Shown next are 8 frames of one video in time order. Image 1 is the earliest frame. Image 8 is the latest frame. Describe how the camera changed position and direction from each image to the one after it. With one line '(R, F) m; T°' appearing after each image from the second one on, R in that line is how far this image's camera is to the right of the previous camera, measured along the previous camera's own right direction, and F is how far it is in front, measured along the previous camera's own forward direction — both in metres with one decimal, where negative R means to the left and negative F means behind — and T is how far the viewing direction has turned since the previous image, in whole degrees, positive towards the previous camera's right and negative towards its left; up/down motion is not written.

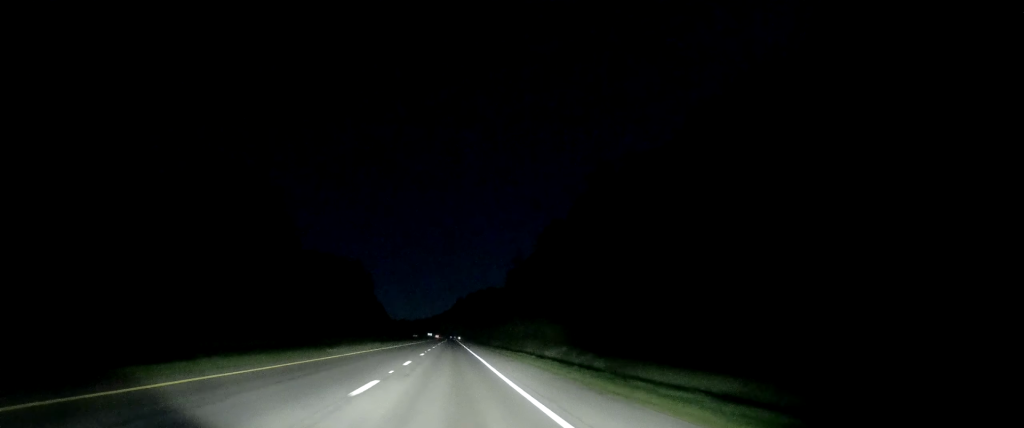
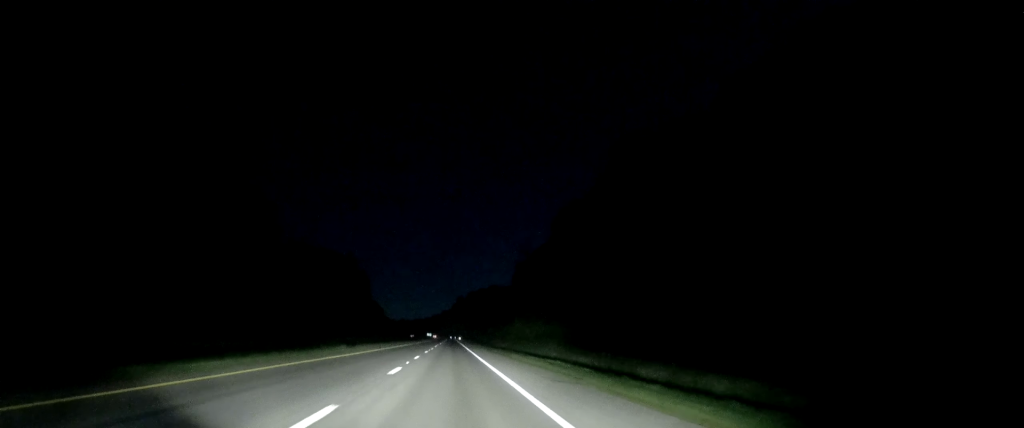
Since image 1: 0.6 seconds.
(0.0, +17.7) m; +1°
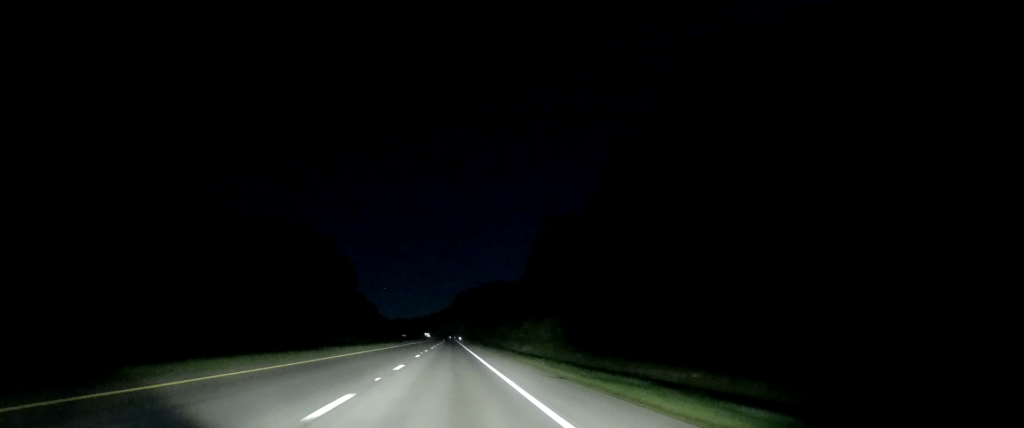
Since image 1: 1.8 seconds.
(+0.3, +35.6) m; -1°
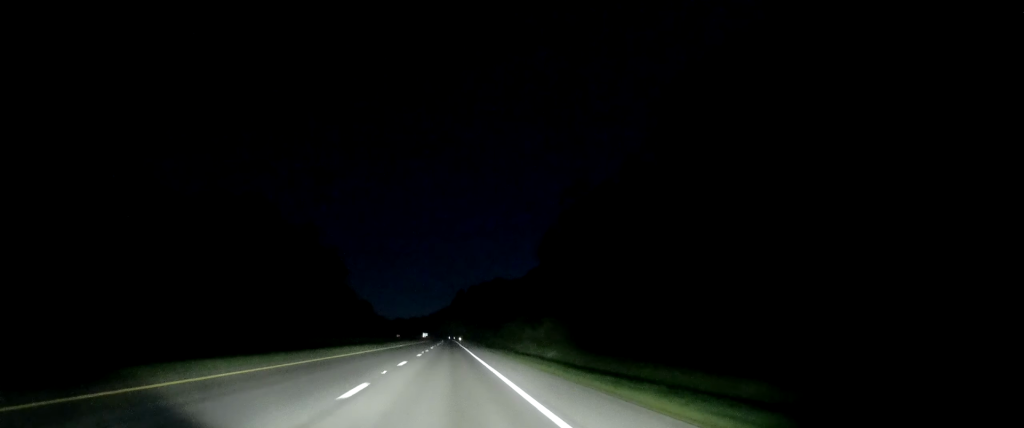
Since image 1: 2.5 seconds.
(-0.3, +21.9) m; -1°
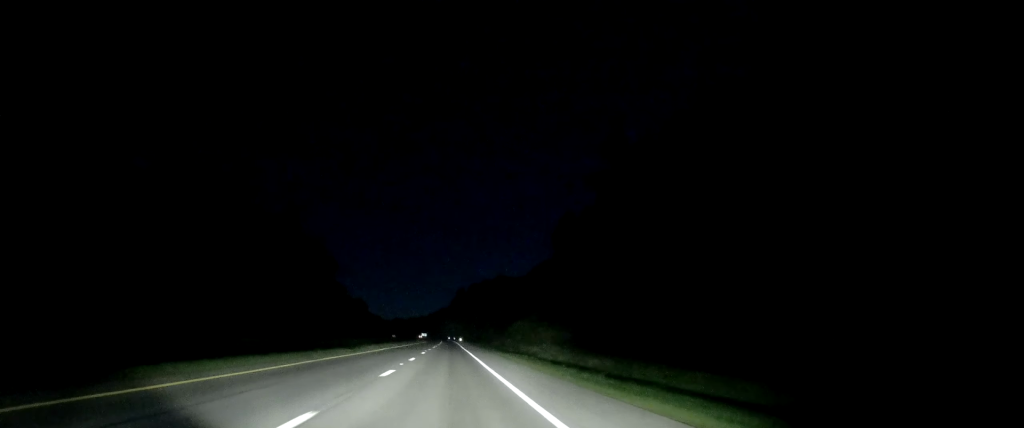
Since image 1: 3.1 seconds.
(0.0, +17.8) m; 0°
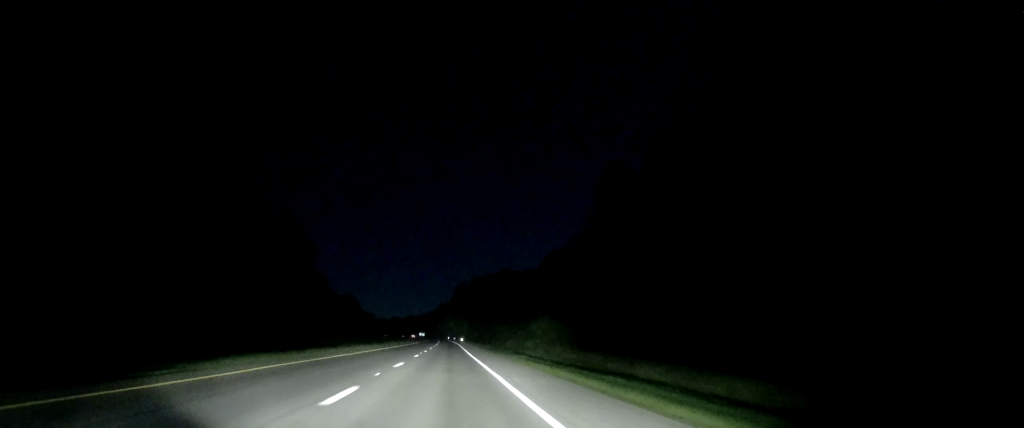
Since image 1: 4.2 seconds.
(0.0, +31.7) m; +1°
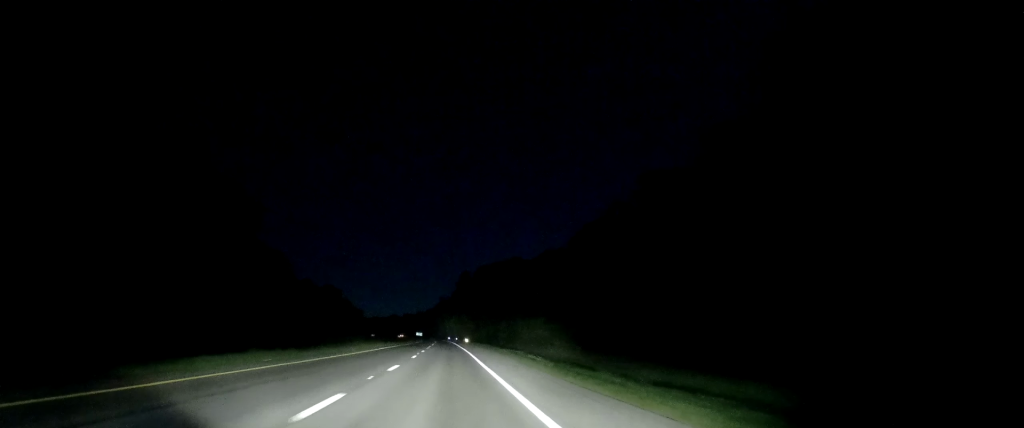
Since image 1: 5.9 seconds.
(+0.8, +50.9) m; 0°
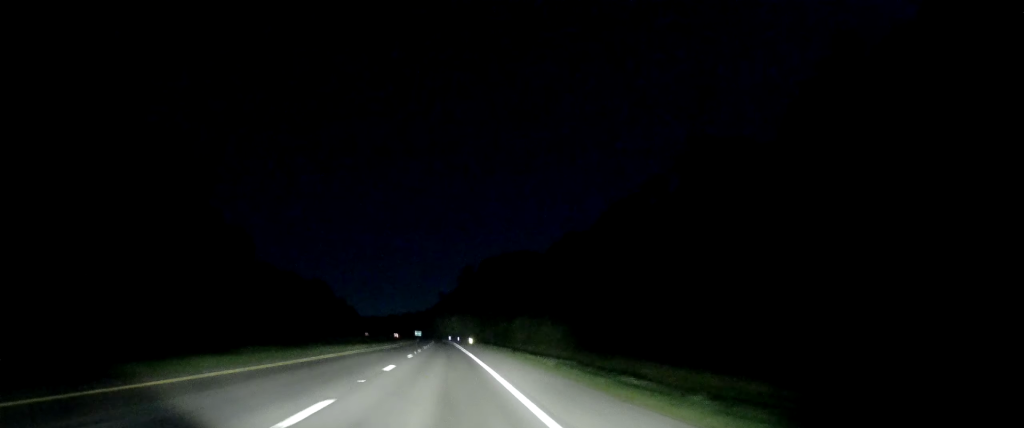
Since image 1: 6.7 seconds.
(-0.3, +25.1) m; -1°
